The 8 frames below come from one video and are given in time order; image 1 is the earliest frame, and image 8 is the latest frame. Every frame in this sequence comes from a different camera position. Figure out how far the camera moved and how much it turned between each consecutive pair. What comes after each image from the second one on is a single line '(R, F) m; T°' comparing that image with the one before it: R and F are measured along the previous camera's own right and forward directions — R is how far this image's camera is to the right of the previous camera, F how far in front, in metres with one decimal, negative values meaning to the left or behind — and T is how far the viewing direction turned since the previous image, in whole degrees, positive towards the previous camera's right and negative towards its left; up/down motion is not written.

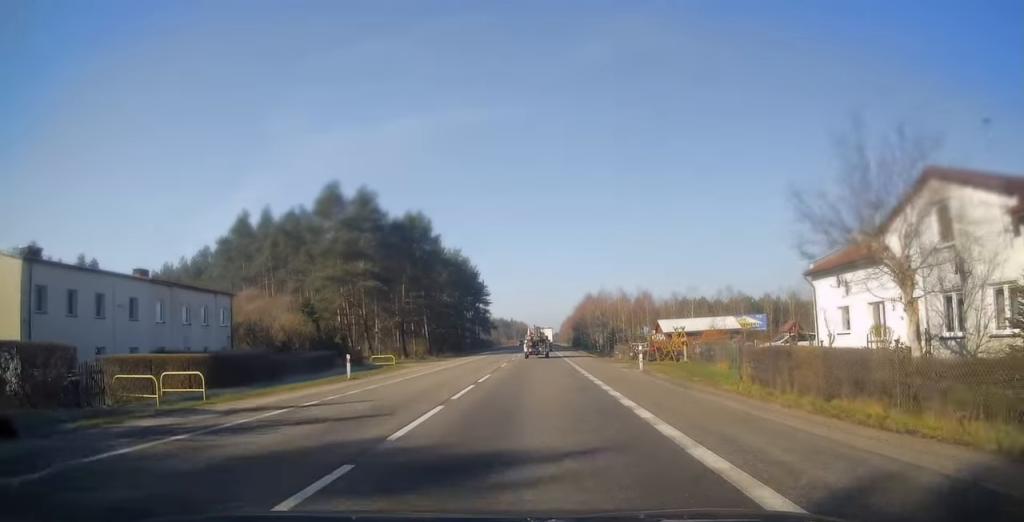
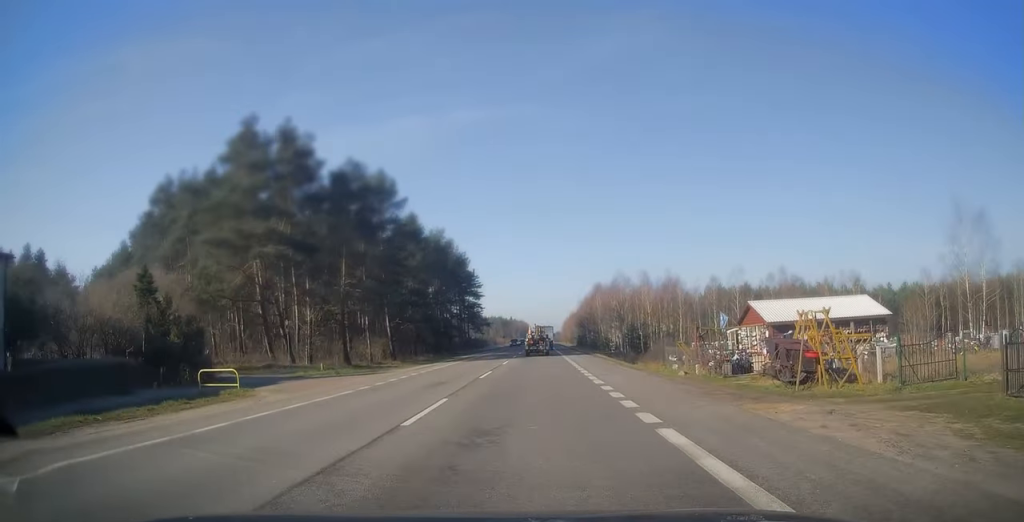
(-0.1, +23.0) m; -1°
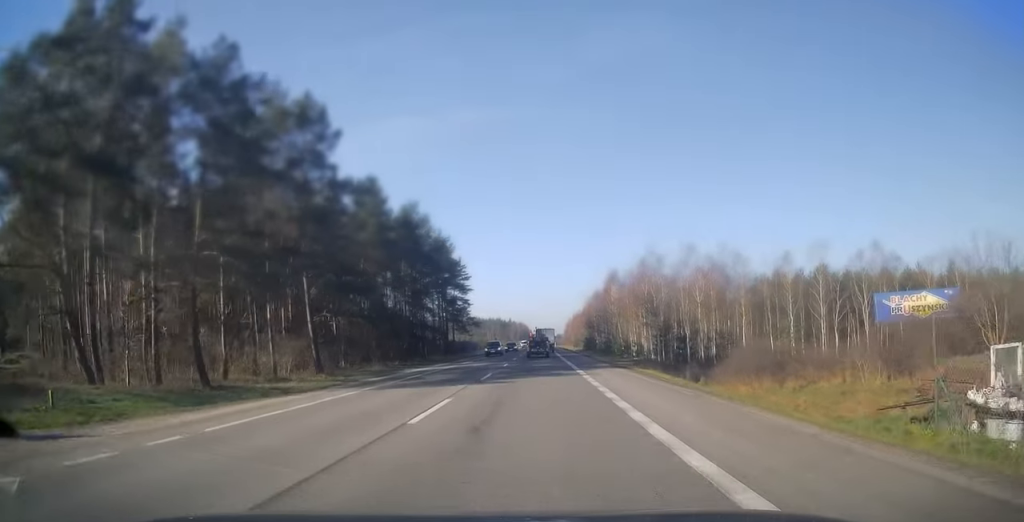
(-0.3, +23.5) m; 0°
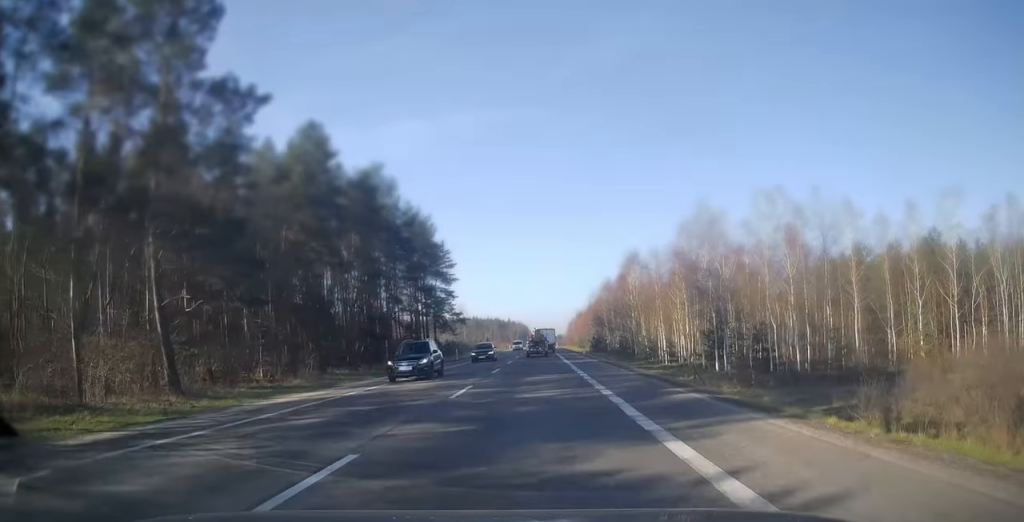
(+0.1, +19.4) m; 0°
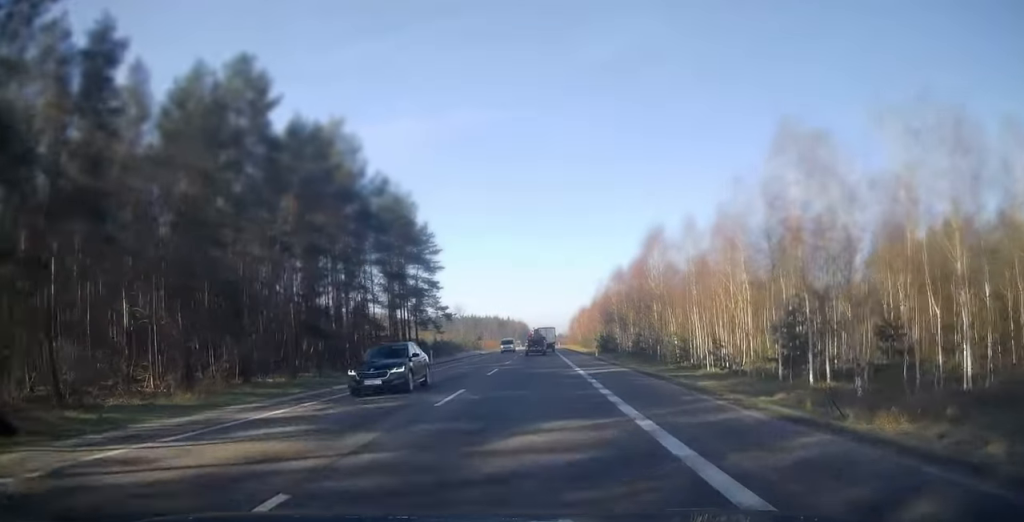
(0.0, +14.2) m; 0°
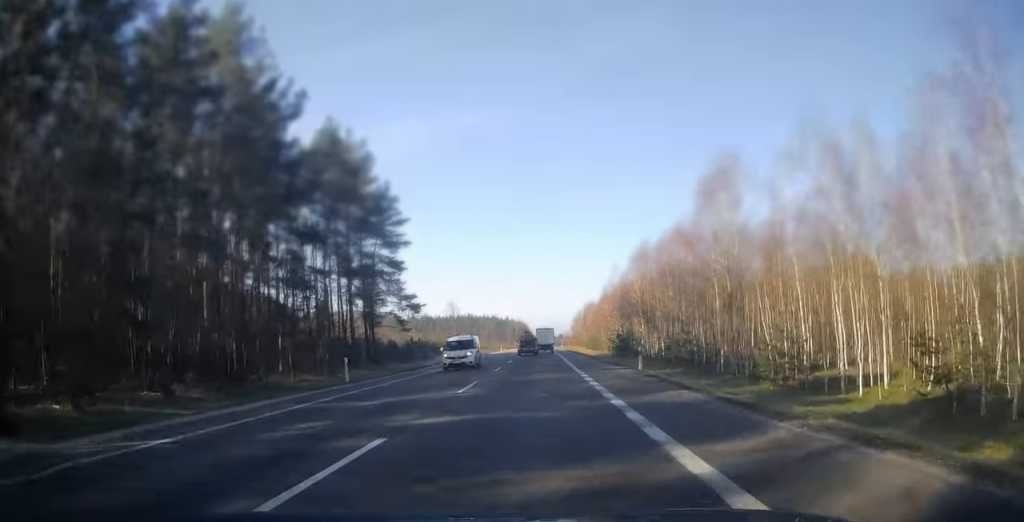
(+0.1, +21.1) m; 0°
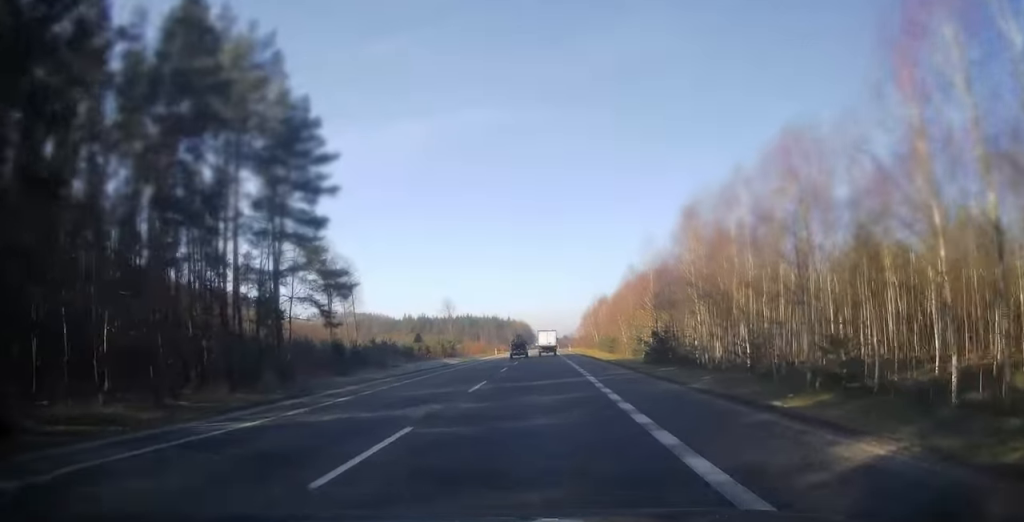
(-0.2, +23.1) m; 0°
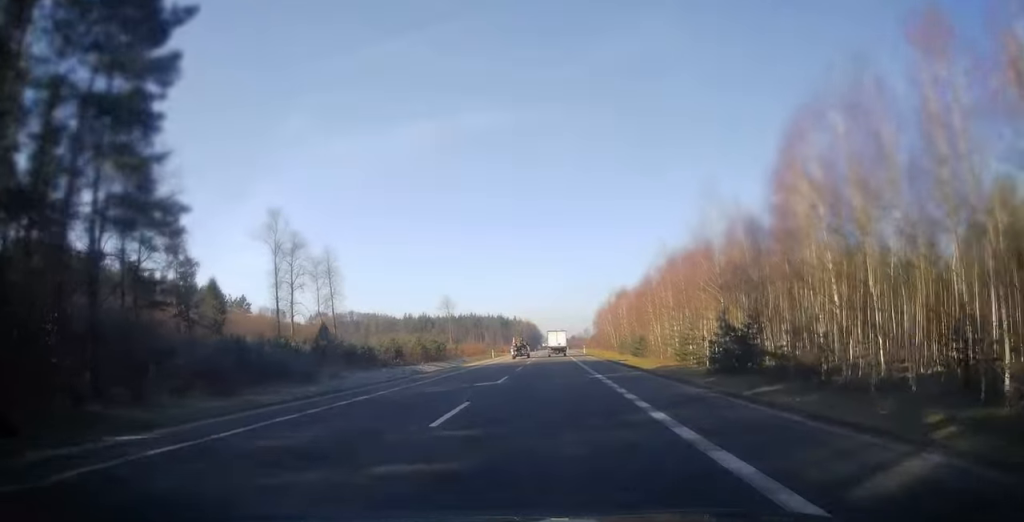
(+0.1, +20.4) m; 0°
